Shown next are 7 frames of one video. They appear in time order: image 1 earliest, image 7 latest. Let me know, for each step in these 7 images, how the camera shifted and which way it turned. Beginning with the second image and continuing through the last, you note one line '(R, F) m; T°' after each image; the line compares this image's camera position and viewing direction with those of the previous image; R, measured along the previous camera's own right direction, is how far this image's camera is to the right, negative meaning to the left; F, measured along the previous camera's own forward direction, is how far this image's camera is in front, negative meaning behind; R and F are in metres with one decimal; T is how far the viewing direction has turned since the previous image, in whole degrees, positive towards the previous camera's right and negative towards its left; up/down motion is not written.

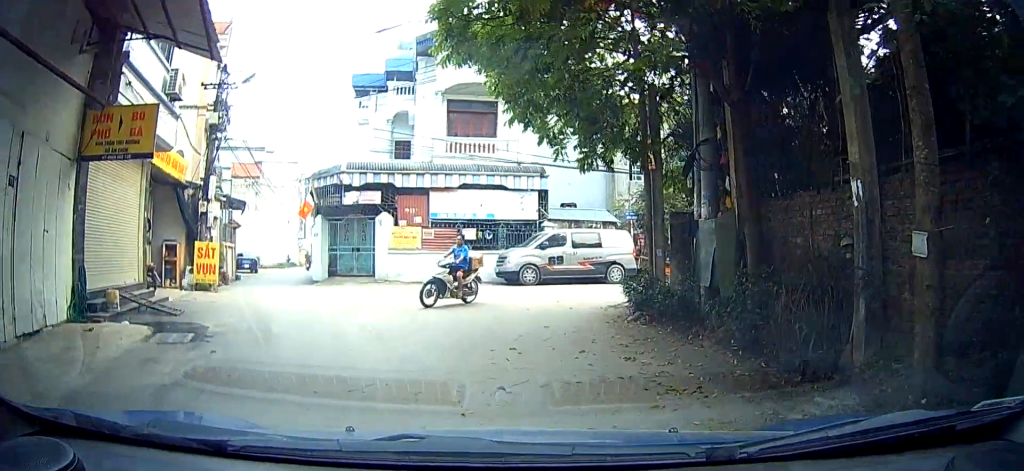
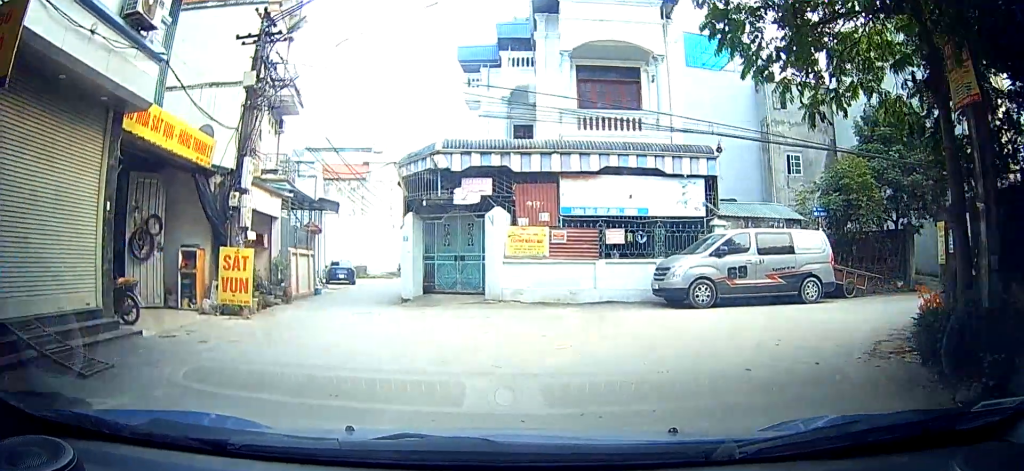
(0.0, +7.4) m; -23°
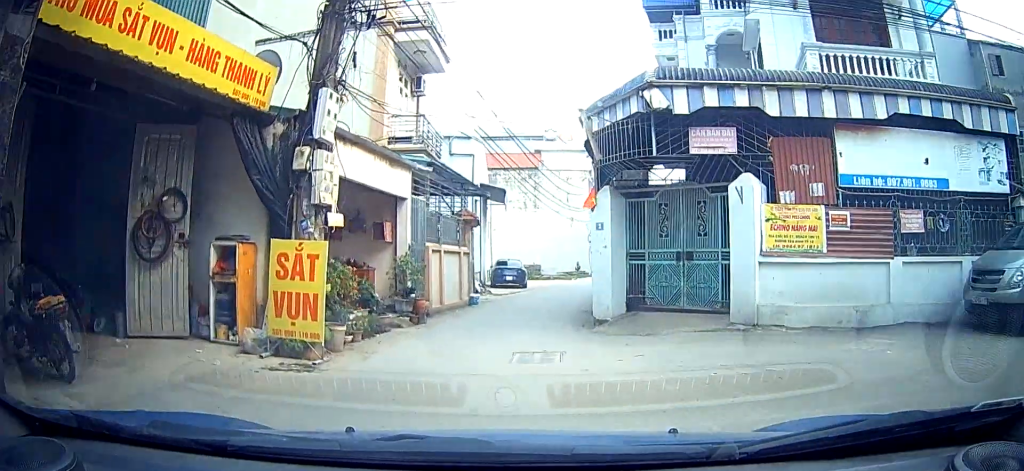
(-3.1, +5.3) m; -27°
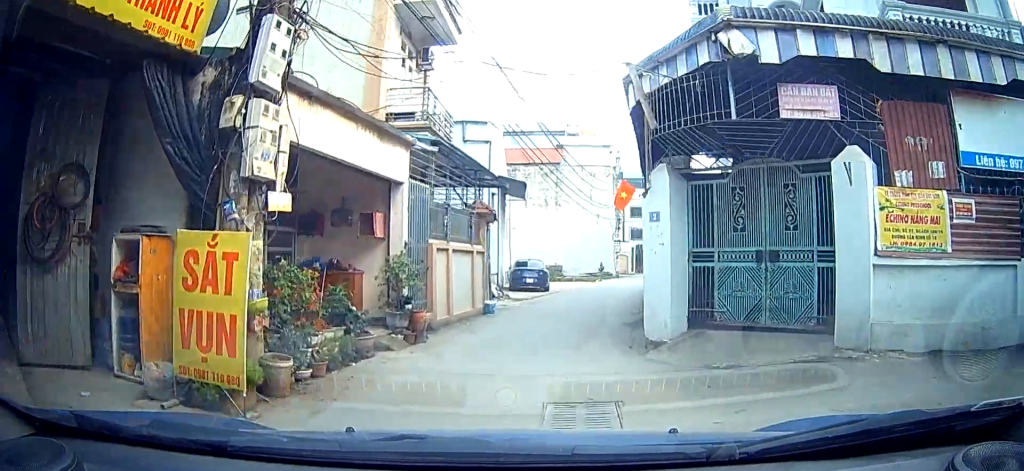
(-0.2, +2.2) m; +3°
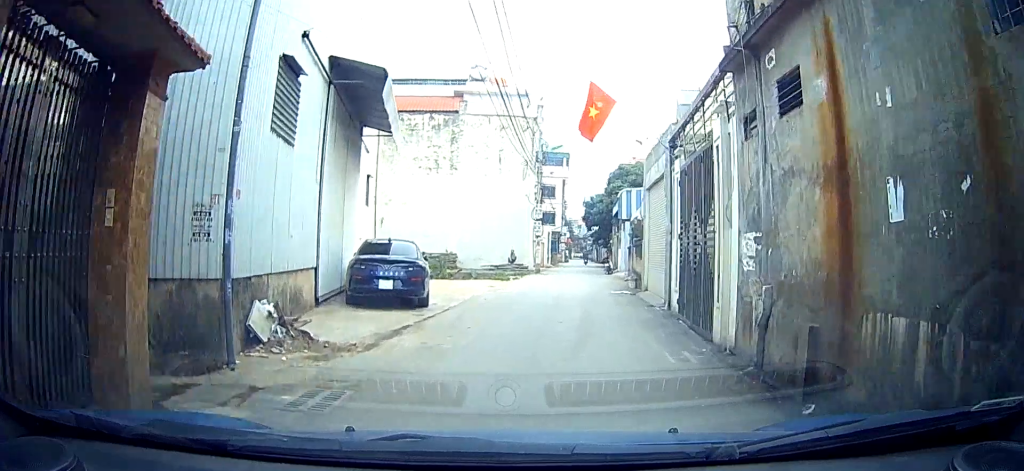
(-0.1, +8.4) m; -11°
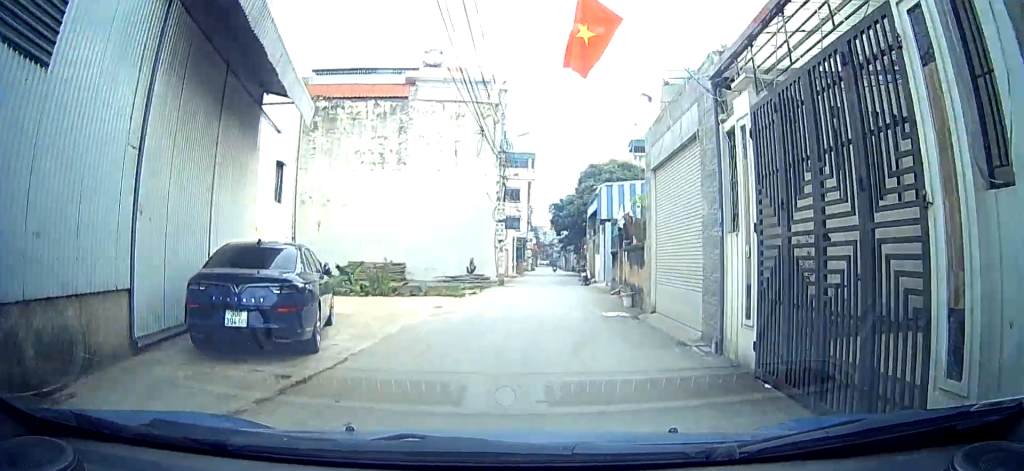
(+0.1, +2.4) m; -5°
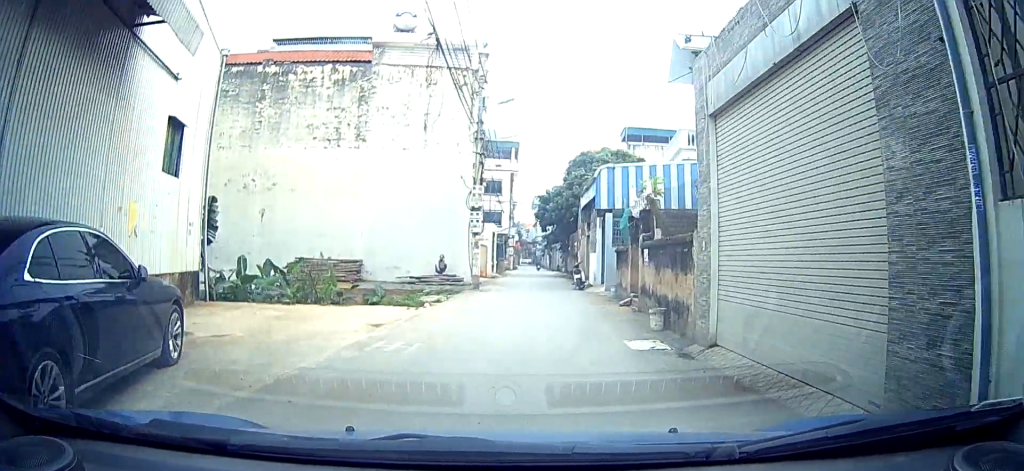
(-0.3, +2.1) m; -9°
